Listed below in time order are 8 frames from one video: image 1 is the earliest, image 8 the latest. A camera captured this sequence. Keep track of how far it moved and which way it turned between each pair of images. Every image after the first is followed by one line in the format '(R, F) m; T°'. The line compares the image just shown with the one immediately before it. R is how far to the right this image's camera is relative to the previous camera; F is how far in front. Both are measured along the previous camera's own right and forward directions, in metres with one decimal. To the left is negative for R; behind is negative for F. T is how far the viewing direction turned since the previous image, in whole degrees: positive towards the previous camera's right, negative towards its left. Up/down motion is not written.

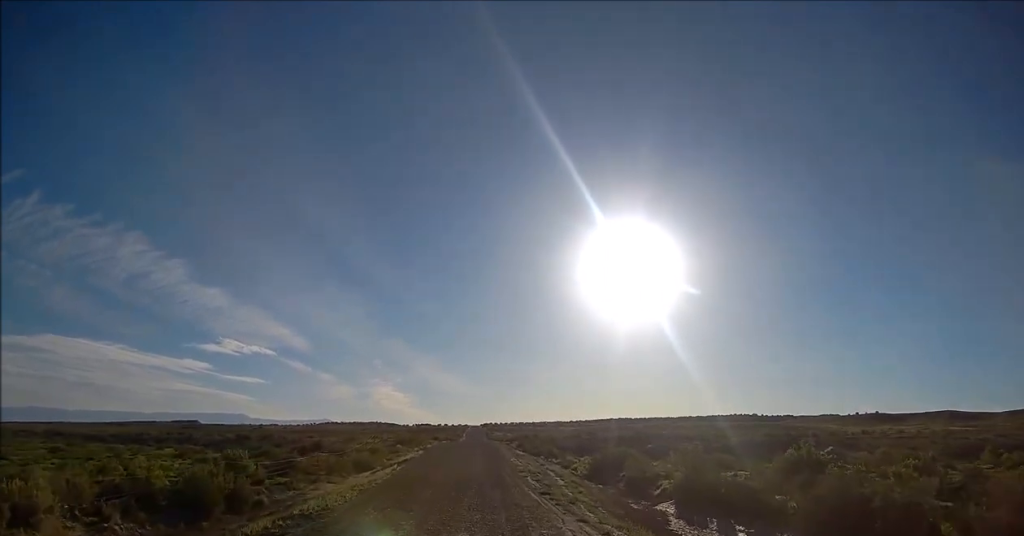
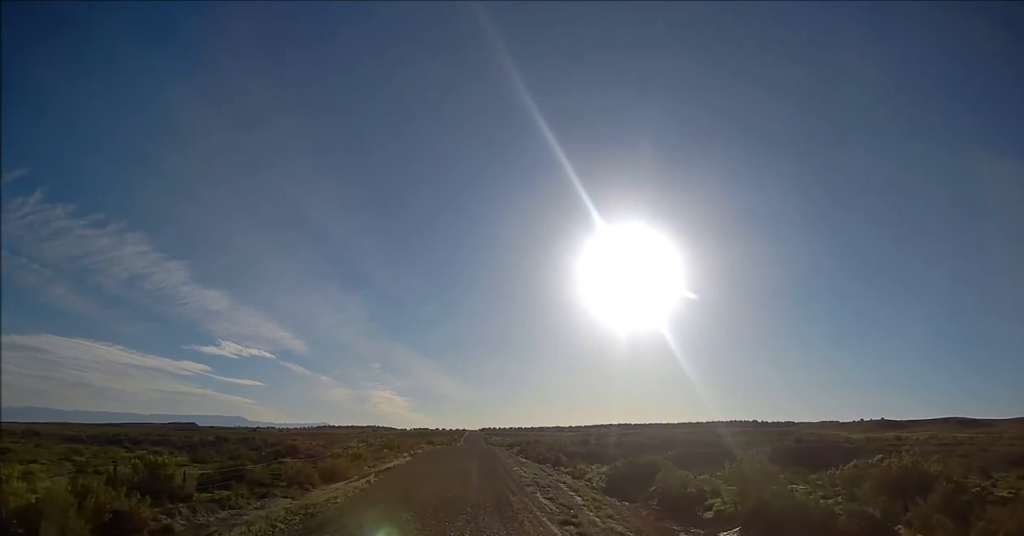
(0.0, +7.7) m; -1°
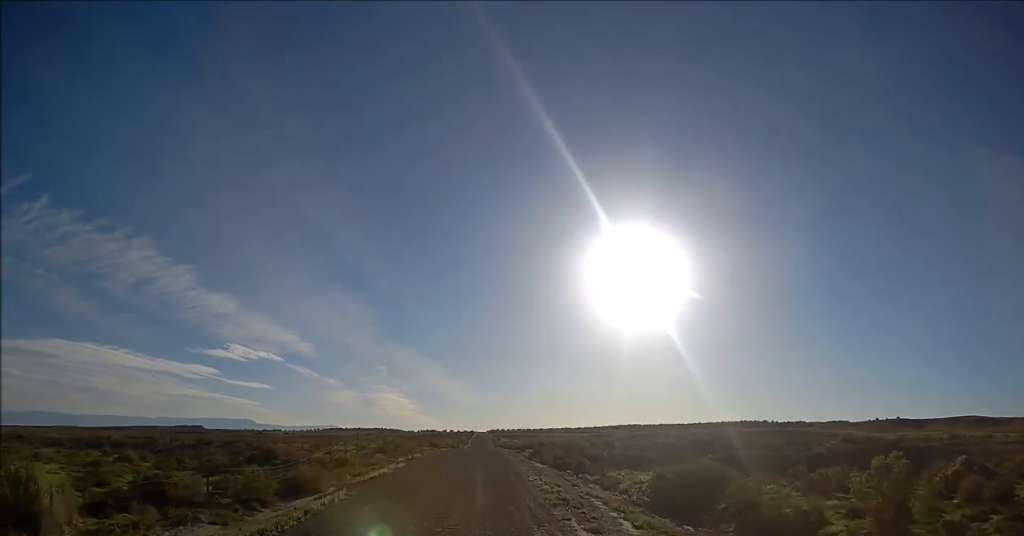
(-0.2, +8.2) m; 0°
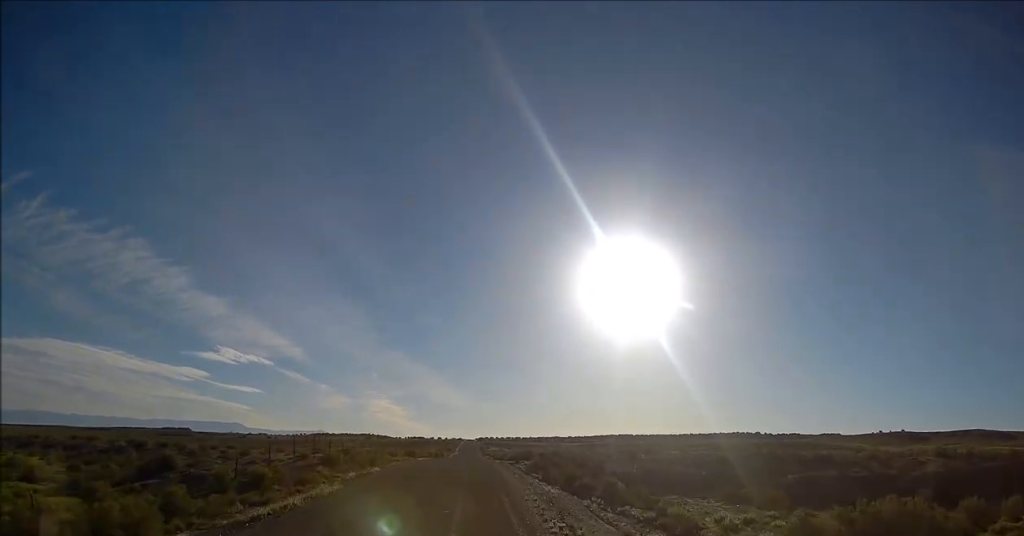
(+0.6, +15.1) m; +4°
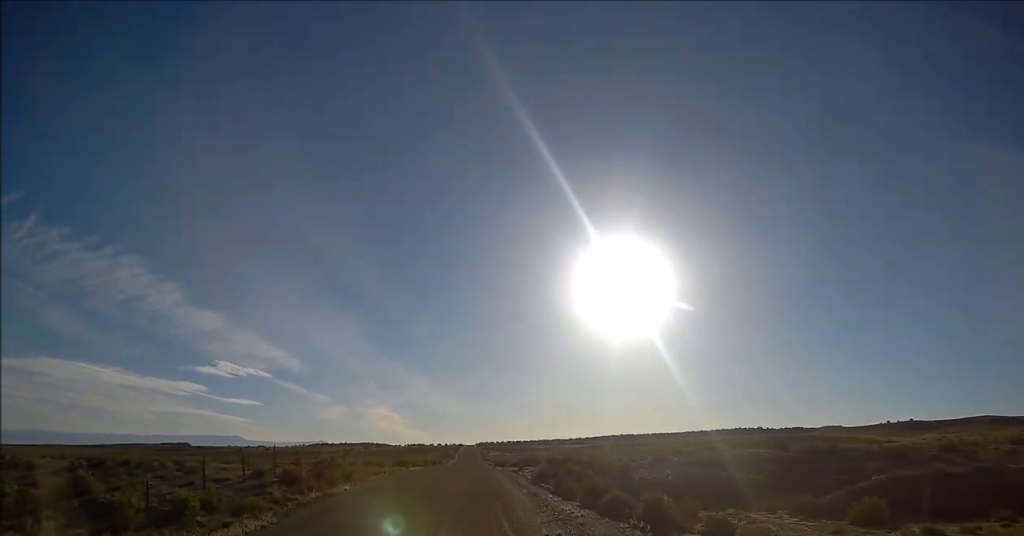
(+0.1, +8.8) m; 0°
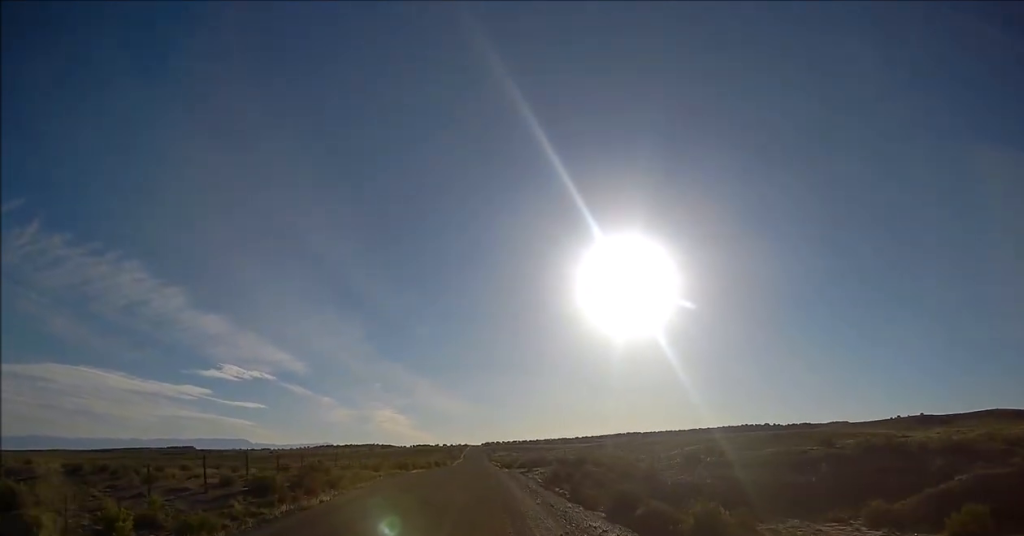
(0.0, +5.2) m; -1°
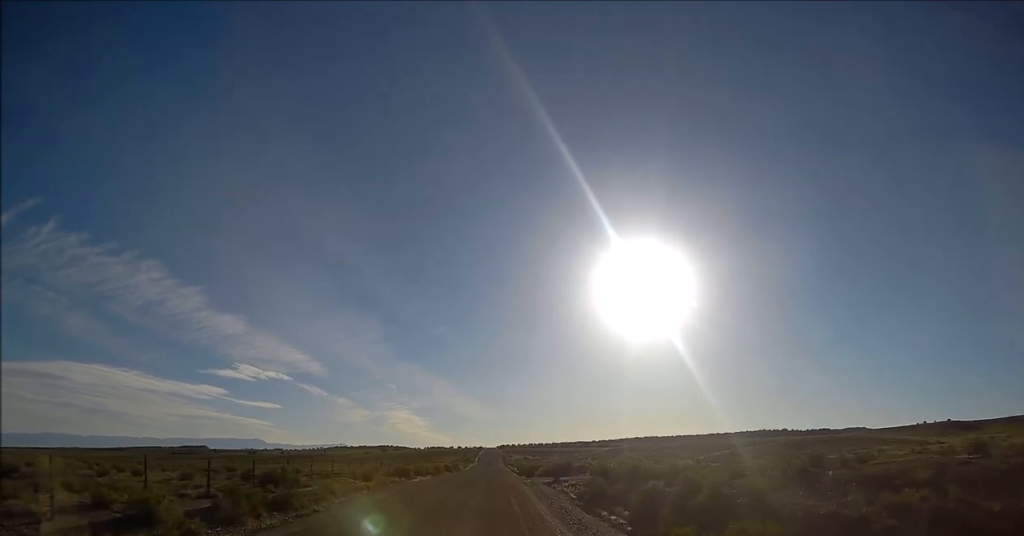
(-0.1, +11.1) m; -1°
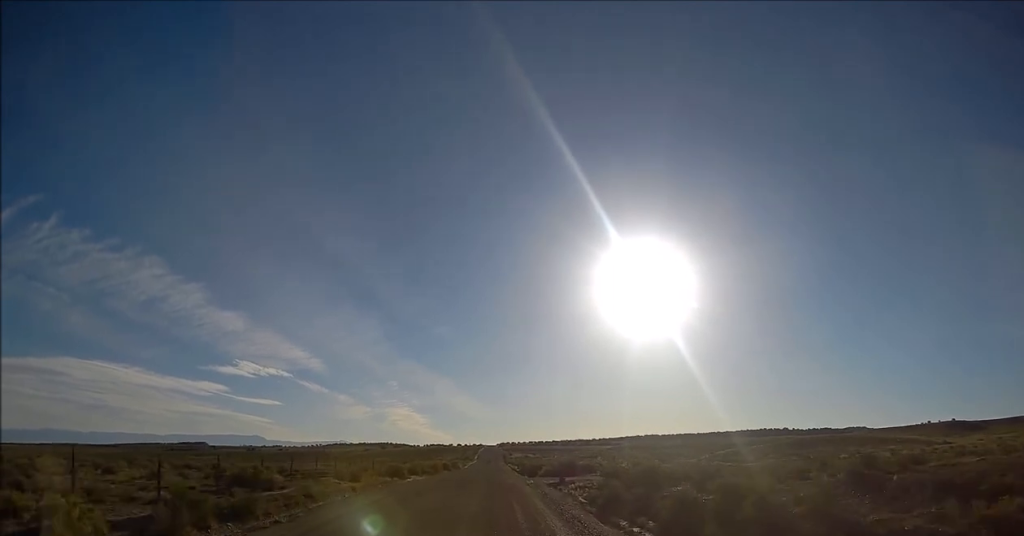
(0.0, +4.1) m; 0°
